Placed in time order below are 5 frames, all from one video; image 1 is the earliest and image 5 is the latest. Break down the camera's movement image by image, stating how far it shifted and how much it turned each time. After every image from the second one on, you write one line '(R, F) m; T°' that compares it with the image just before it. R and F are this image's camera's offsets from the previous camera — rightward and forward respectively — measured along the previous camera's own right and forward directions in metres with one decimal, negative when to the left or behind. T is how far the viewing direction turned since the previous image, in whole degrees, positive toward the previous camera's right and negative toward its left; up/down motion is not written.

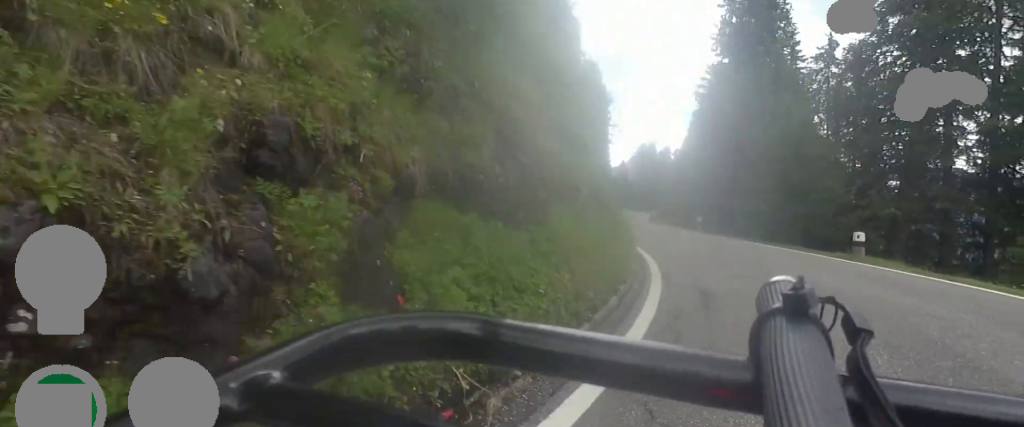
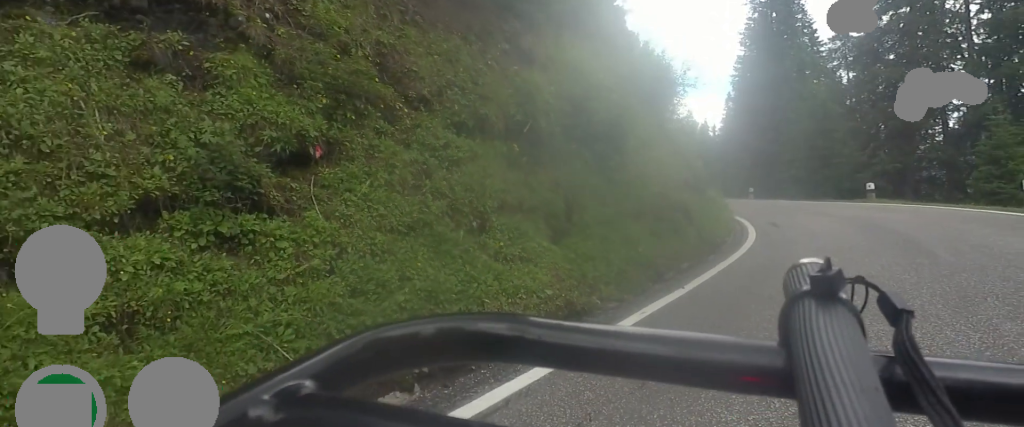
(+2.8, +16.9) m; +17°
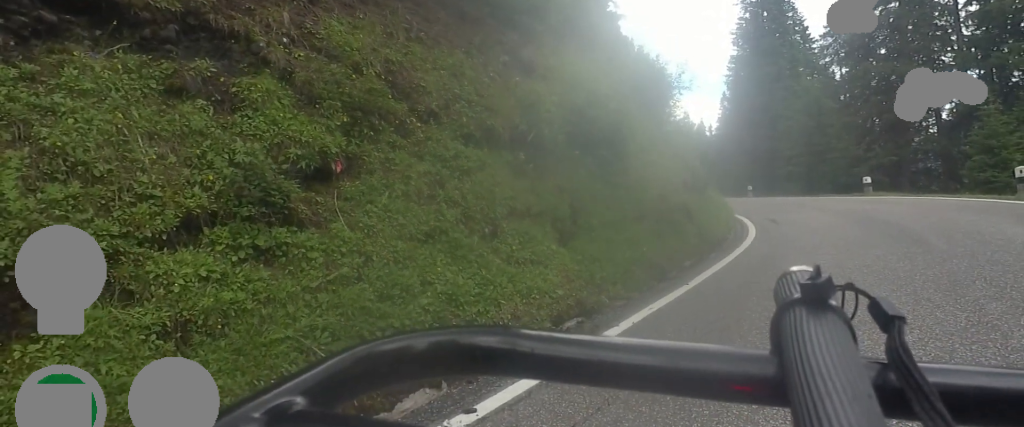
(-0.1, +0.2) m; 0°
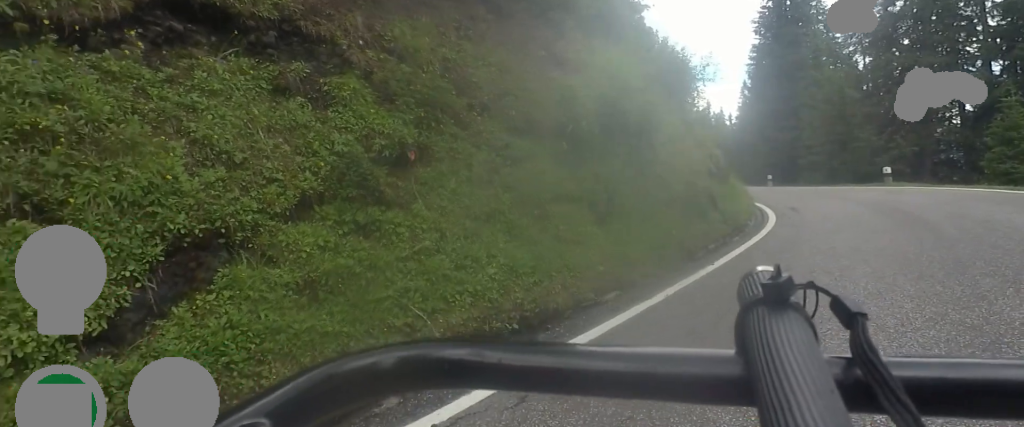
(-0.5, +0.9) m; 0°
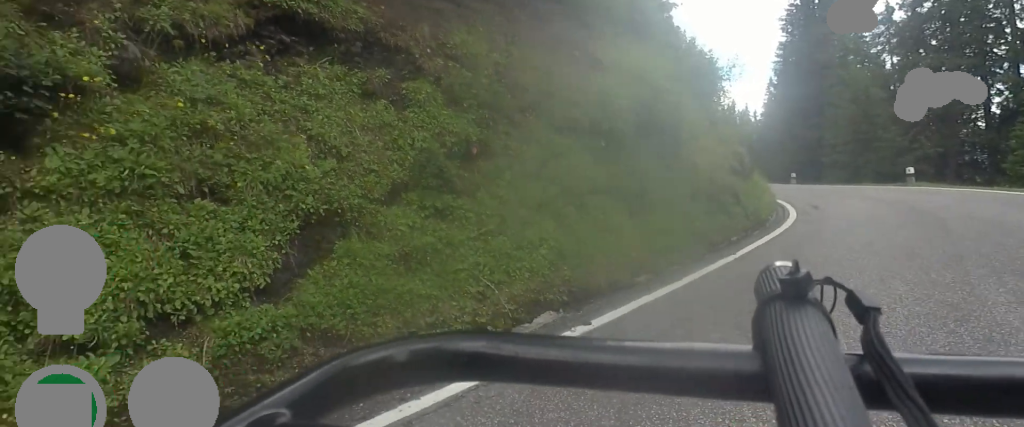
(-0.1, +0.2) m; 0°
